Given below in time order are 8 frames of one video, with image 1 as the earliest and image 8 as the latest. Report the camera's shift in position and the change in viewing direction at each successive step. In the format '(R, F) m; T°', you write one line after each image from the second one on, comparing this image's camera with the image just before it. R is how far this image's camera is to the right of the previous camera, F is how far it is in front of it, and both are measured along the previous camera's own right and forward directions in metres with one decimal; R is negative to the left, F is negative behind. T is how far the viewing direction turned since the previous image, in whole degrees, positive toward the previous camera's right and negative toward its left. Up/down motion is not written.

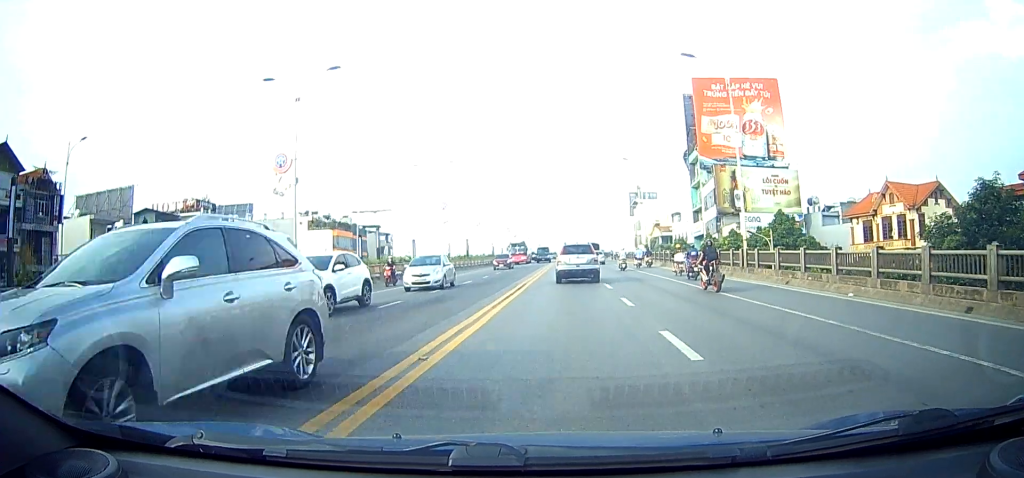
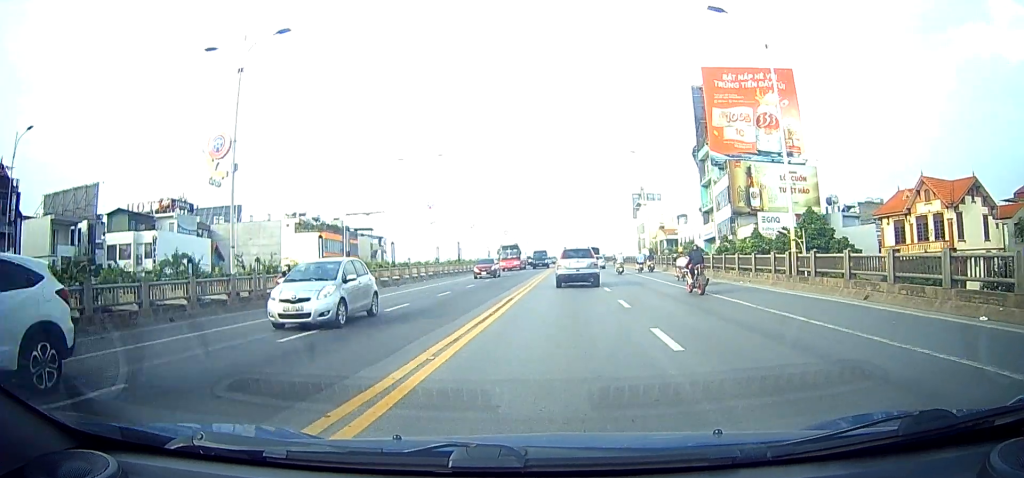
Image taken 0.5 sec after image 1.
(0.0, +5.6) m; 0°
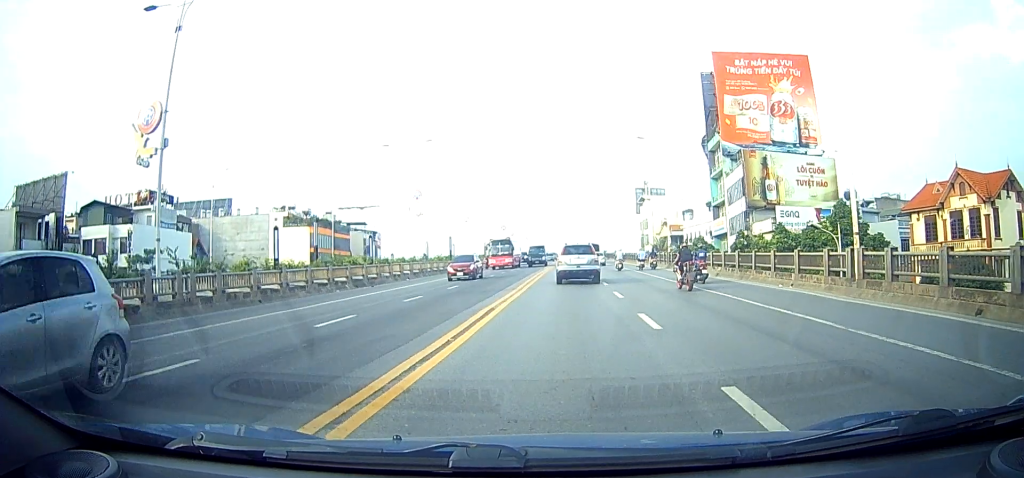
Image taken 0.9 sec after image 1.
(0.0, +5.2) m; 0°
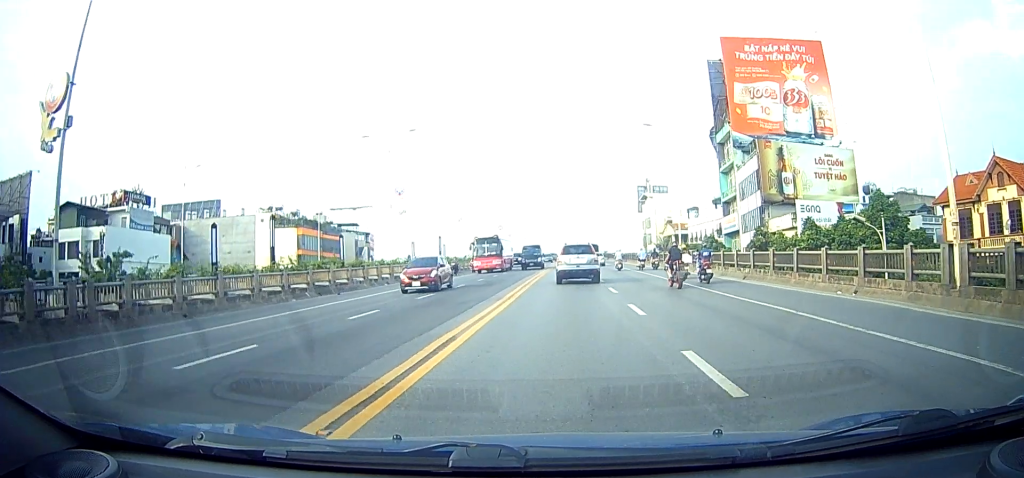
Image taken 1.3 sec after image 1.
(0.0, +4.8) m; 0°
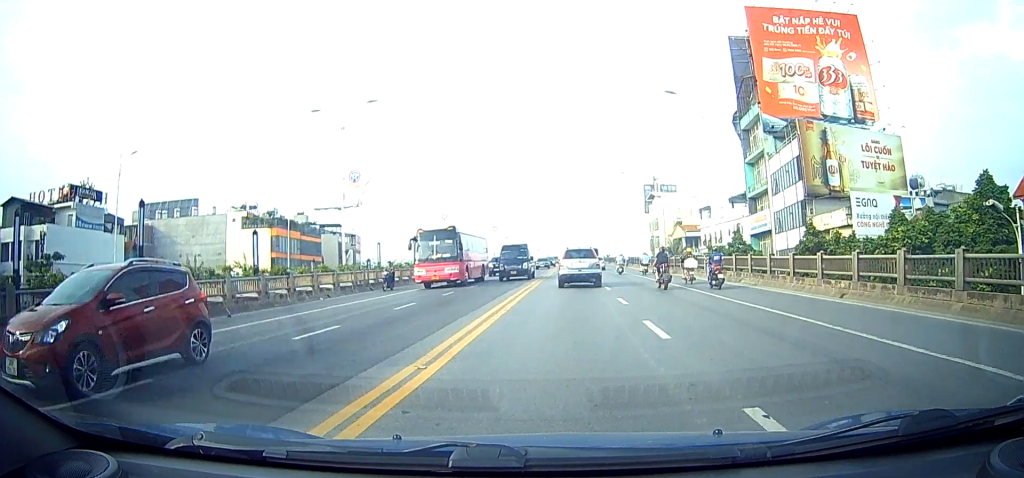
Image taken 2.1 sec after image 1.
(0.0, +9.5) m; +1°
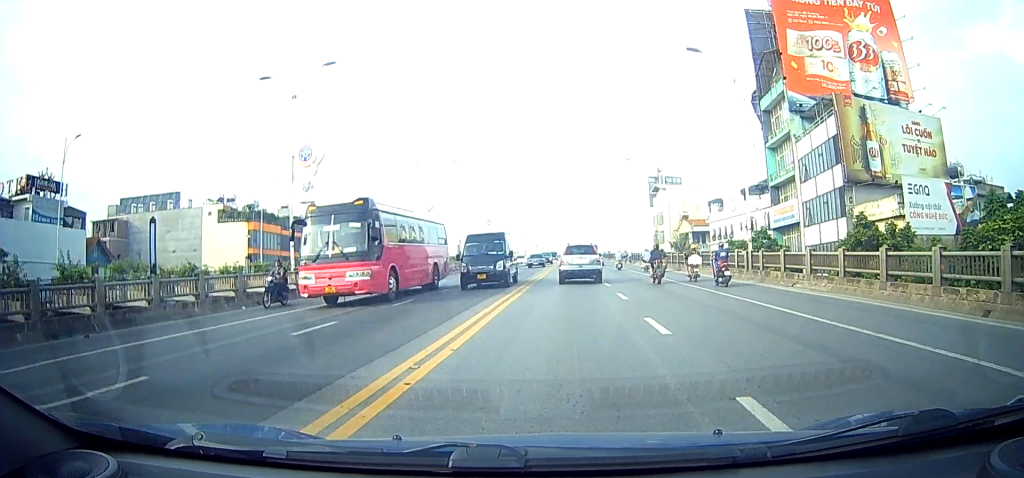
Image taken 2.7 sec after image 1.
(0.0, +6.7) m; +1°
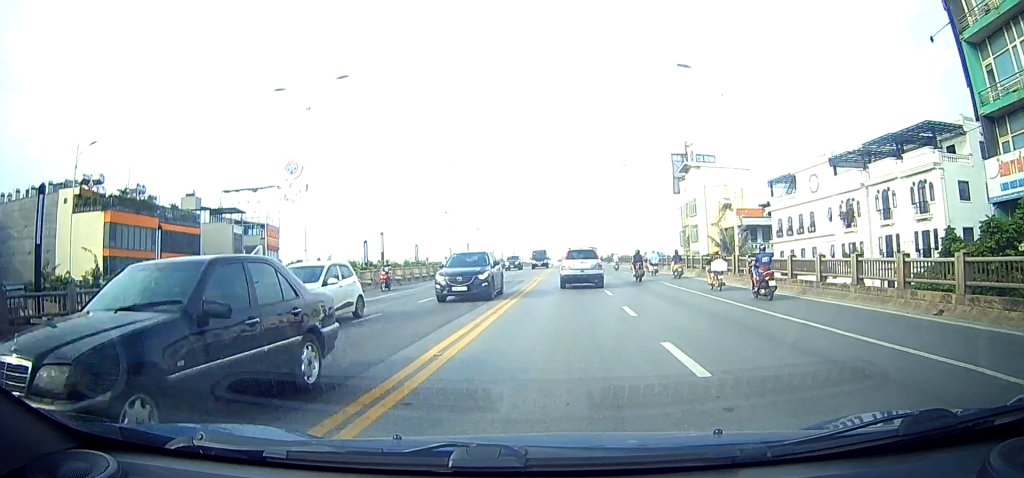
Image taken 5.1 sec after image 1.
(+0.1, +27.9) m; -2°
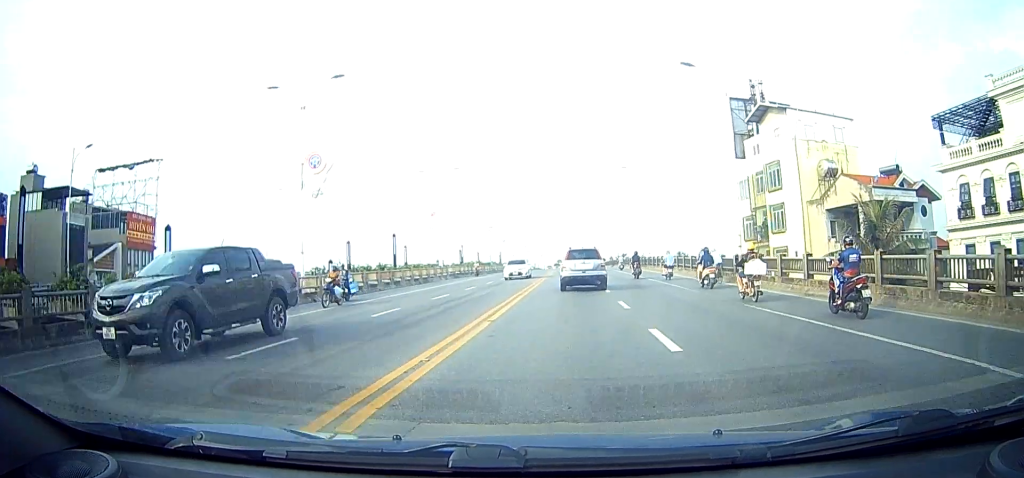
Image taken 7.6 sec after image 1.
(+0.4, +25.3) m; +2°
